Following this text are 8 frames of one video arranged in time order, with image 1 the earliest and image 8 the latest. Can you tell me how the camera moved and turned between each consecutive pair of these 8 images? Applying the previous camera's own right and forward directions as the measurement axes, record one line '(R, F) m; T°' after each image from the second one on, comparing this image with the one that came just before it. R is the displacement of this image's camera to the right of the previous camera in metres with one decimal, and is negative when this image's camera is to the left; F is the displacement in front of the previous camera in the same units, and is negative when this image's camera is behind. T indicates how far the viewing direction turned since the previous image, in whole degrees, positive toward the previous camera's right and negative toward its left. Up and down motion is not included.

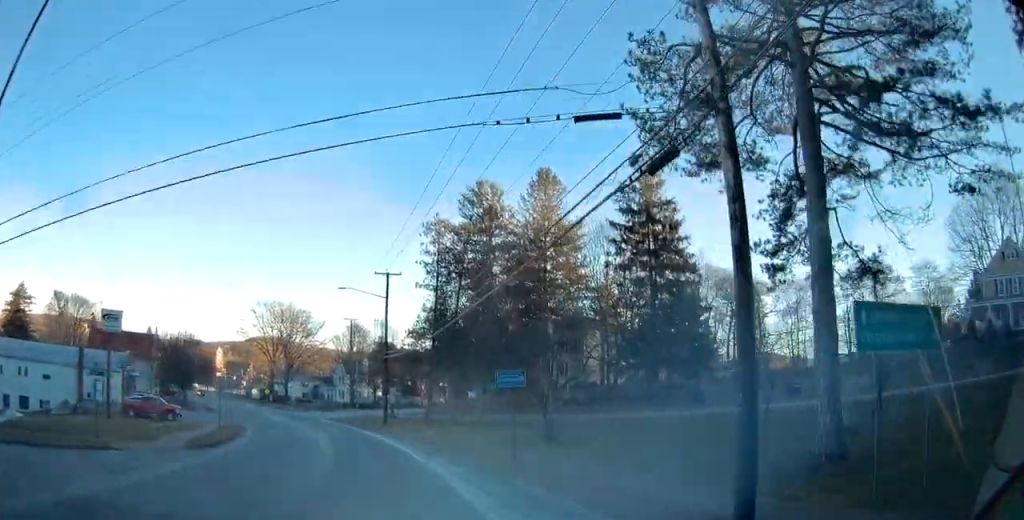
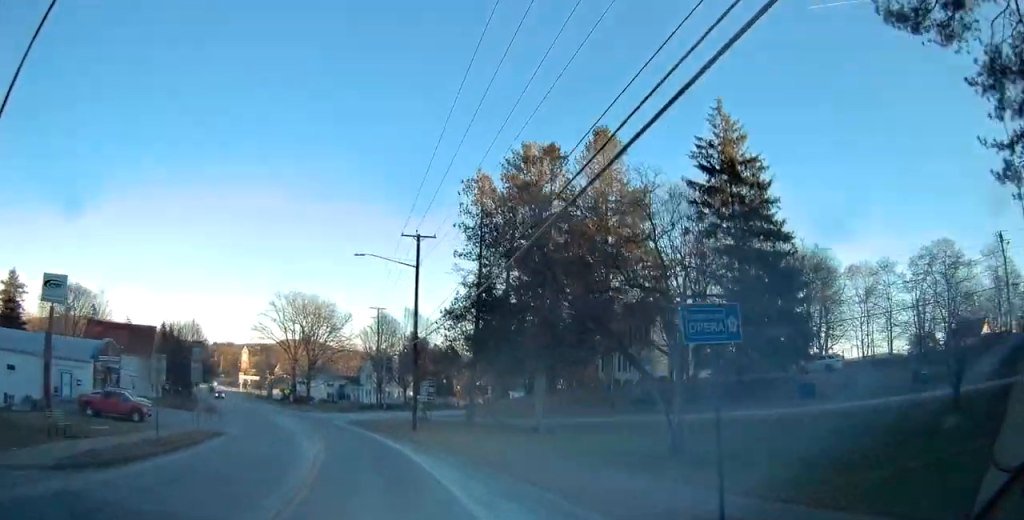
(-0.2, +11.4) m; -2°
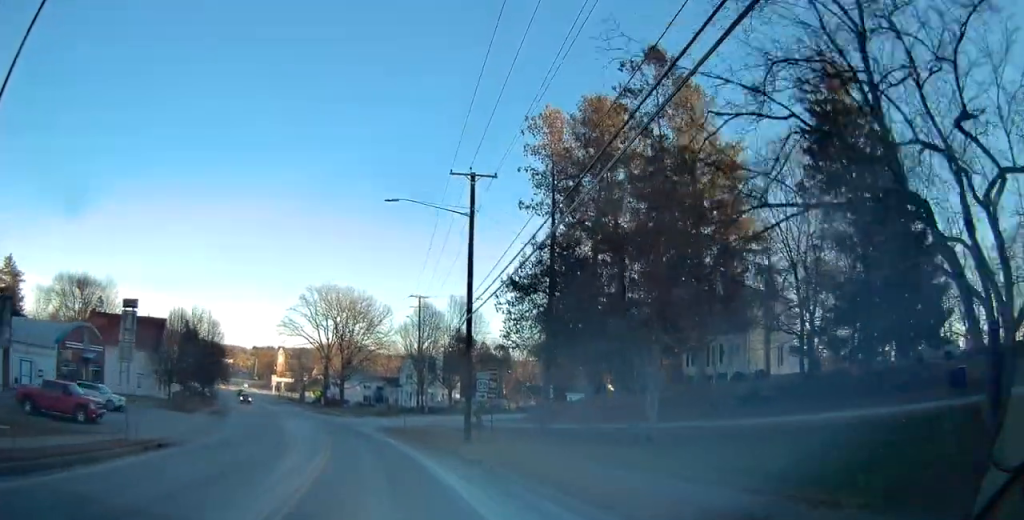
(-0.2, +11.1) m; -3°
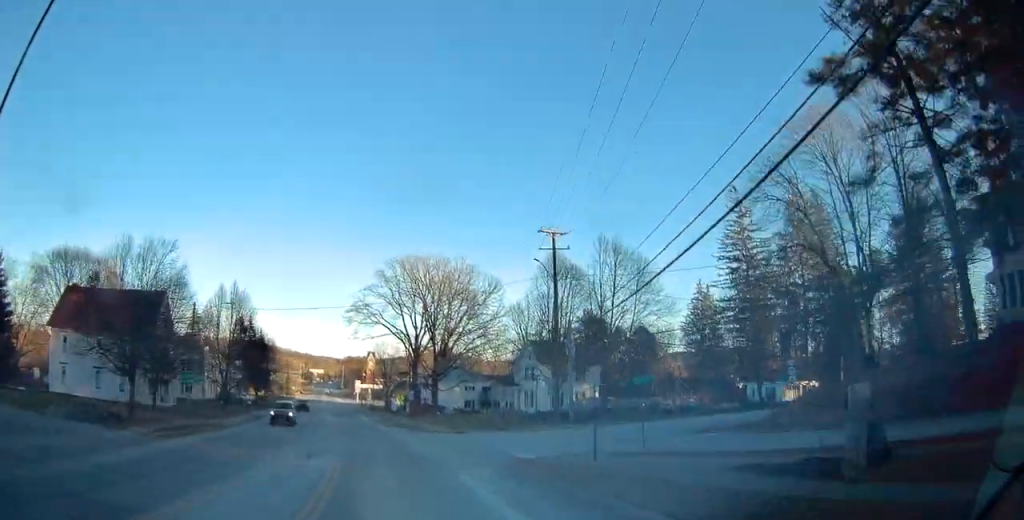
(-2.8, +27.6) m; -10°
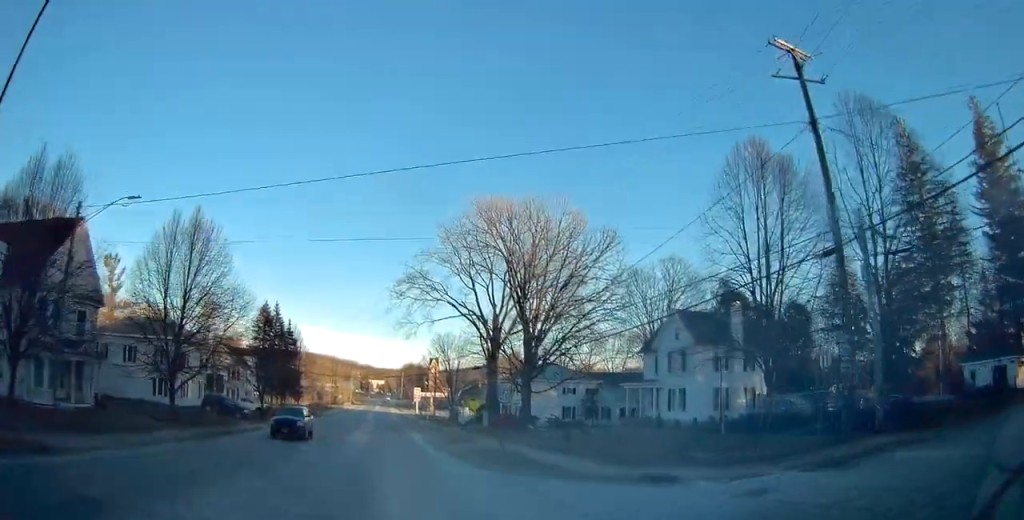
(-1.2, +26.0) m; -7°
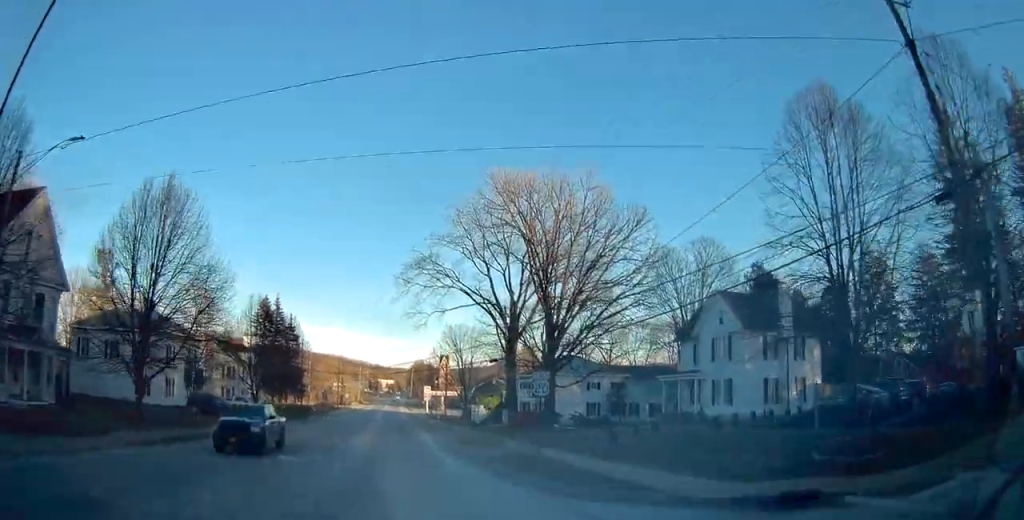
(-0.3, +5.8) m; -2°
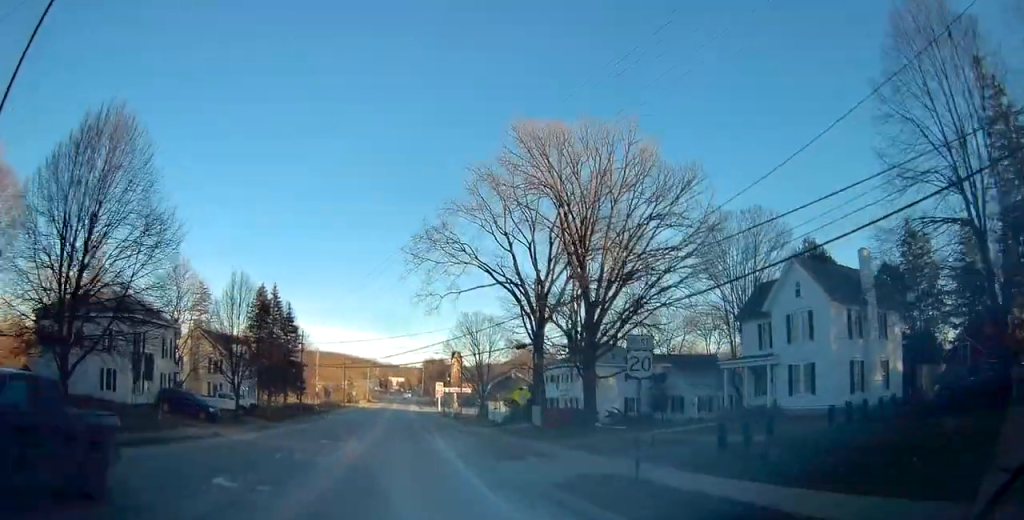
(-0.2, +8.2) m; -1°
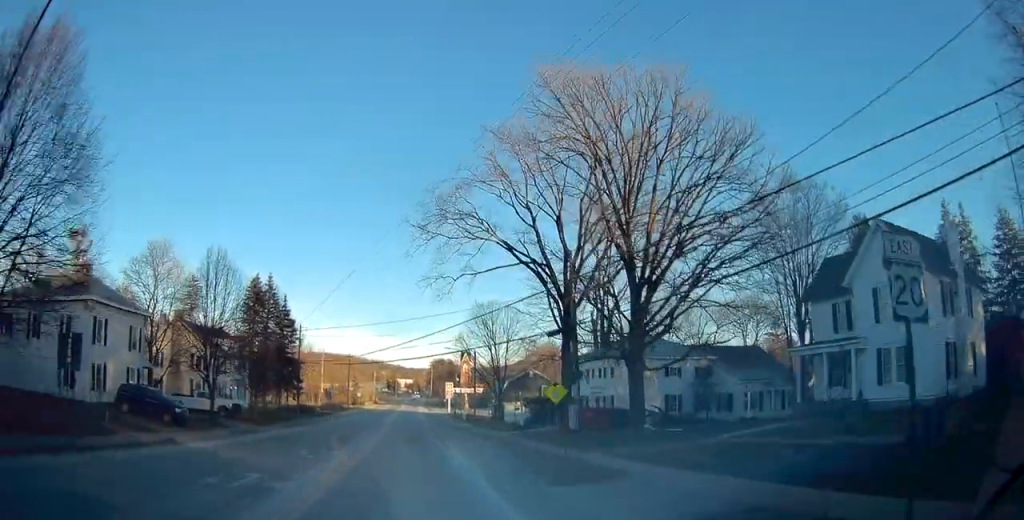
(0.0, +7.2) m; 0°
